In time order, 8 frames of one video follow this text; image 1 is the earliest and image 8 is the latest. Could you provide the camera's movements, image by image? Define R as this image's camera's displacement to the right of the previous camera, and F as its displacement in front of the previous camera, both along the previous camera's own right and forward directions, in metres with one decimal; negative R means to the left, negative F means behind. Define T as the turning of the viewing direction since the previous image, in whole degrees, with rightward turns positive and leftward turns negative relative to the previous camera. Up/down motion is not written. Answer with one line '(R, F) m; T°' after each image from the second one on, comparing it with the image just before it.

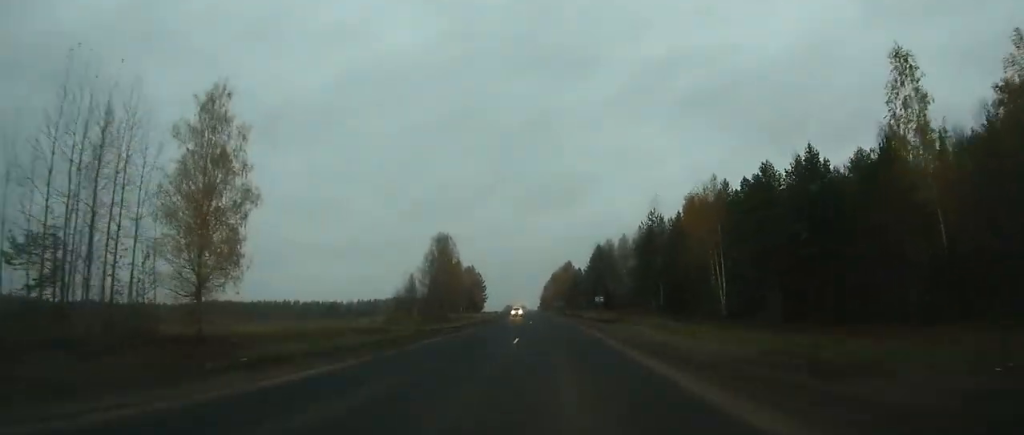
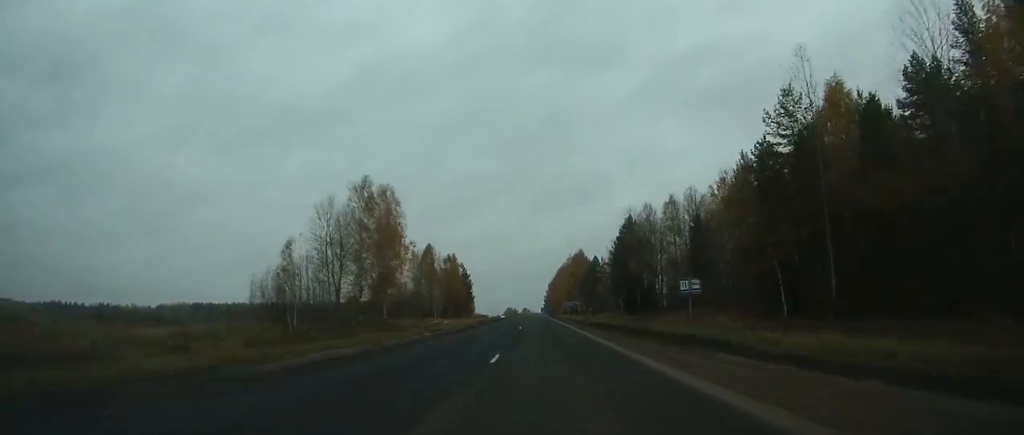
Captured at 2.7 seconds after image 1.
(-0.4, +62.3) m; -1°
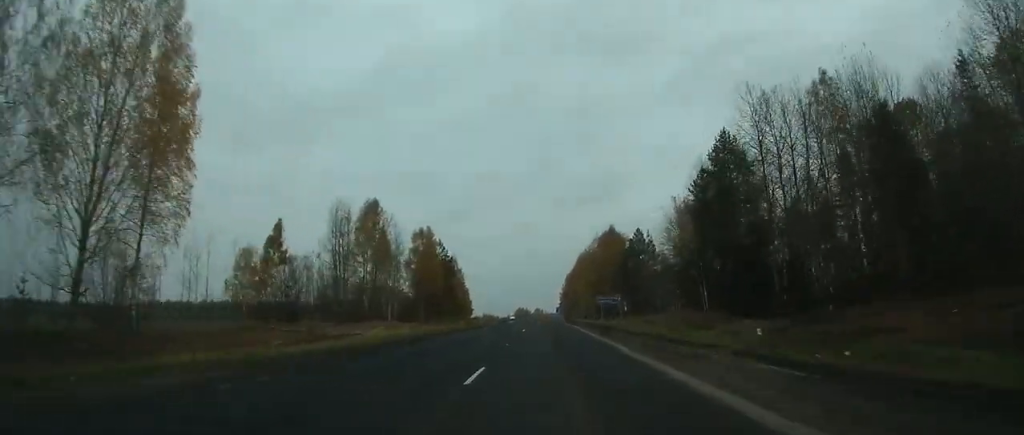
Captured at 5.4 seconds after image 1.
(-0.7, +58.5) m; -1°
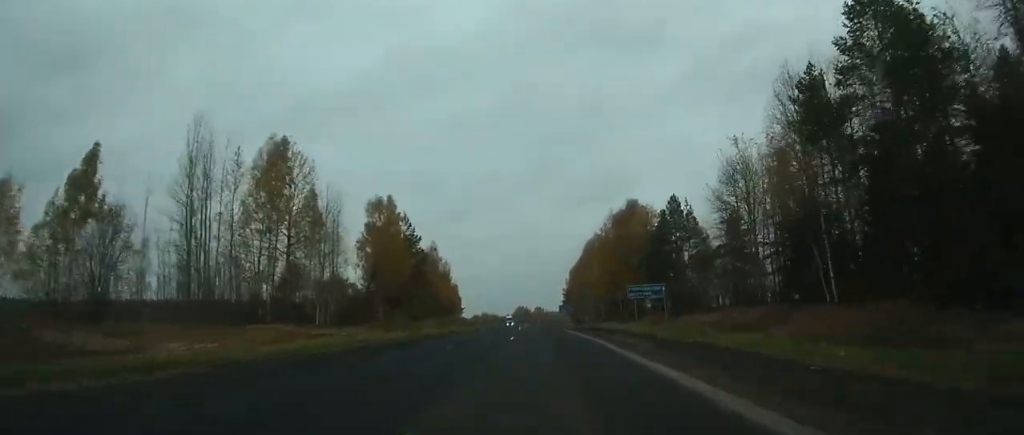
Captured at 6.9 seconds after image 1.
(-0.2, +31.6) m; -1°
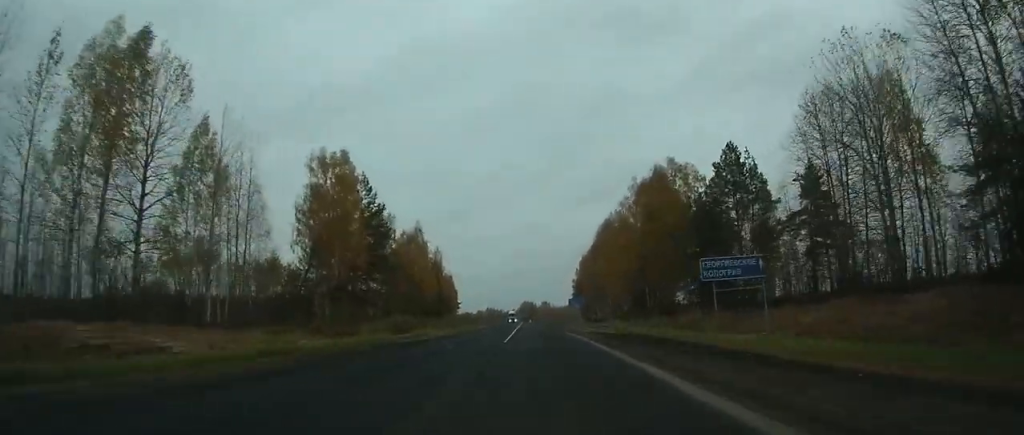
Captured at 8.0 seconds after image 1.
(-0.1, +25.0) m; 0°
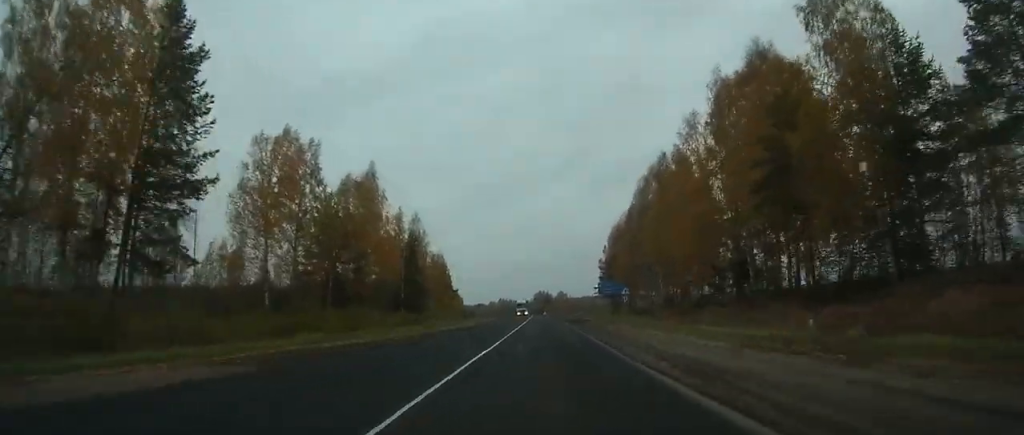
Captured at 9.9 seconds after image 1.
(-0.2, +44.5) m; -1°
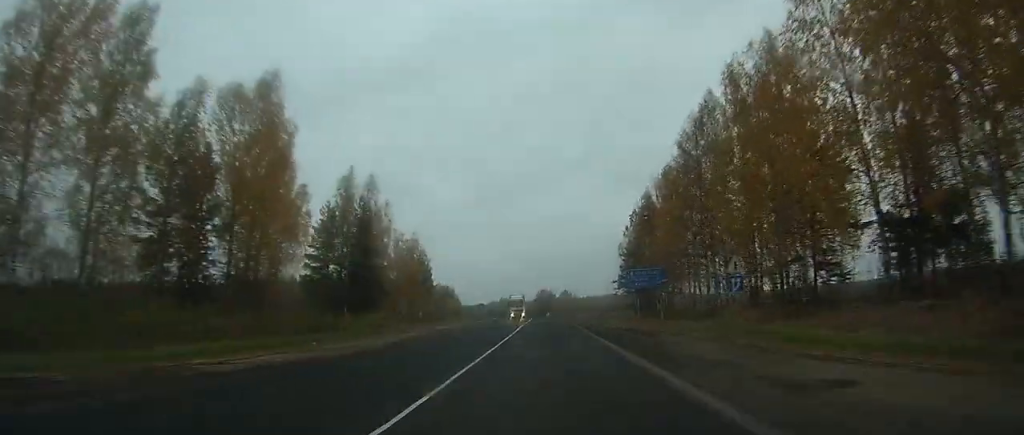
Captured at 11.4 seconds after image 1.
(-0.3, +32.9) m; -1°
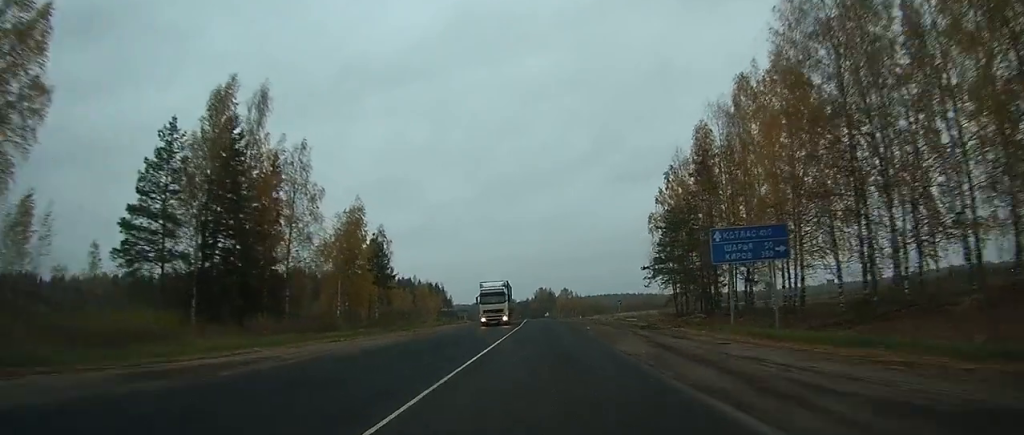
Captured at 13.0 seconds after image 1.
(-0.1, +33.1) m; 0°
